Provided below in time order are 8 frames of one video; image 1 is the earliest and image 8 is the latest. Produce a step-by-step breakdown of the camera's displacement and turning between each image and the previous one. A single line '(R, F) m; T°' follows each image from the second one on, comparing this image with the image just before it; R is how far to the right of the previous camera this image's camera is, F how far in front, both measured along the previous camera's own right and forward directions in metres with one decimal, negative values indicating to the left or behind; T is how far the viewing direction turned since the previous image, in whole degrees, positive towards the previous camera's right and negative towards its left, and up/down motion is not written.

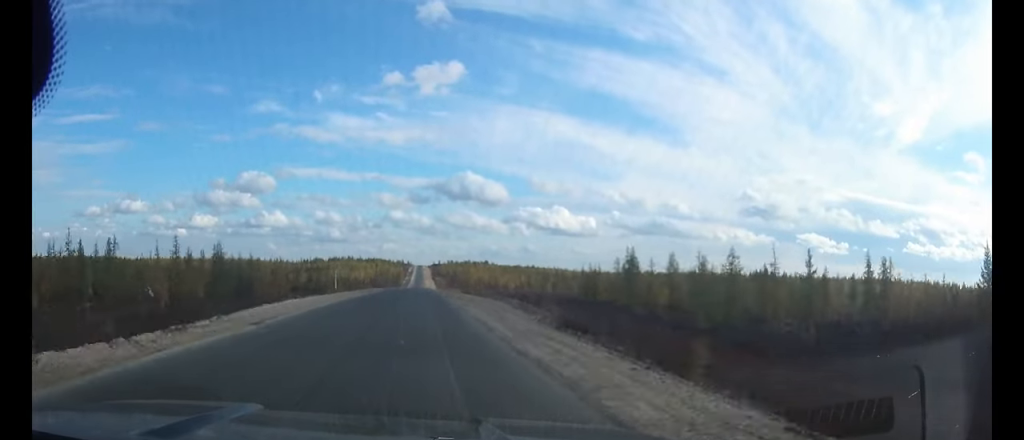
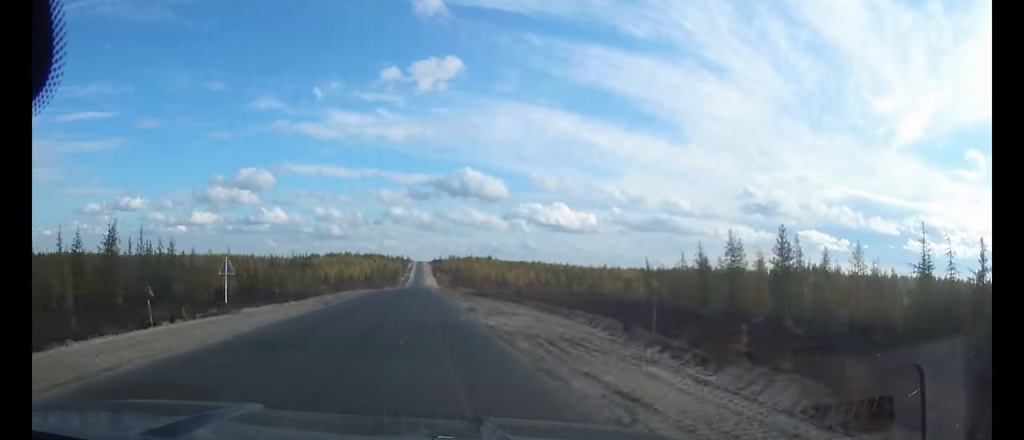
(0.0, +29.0) m; 0°
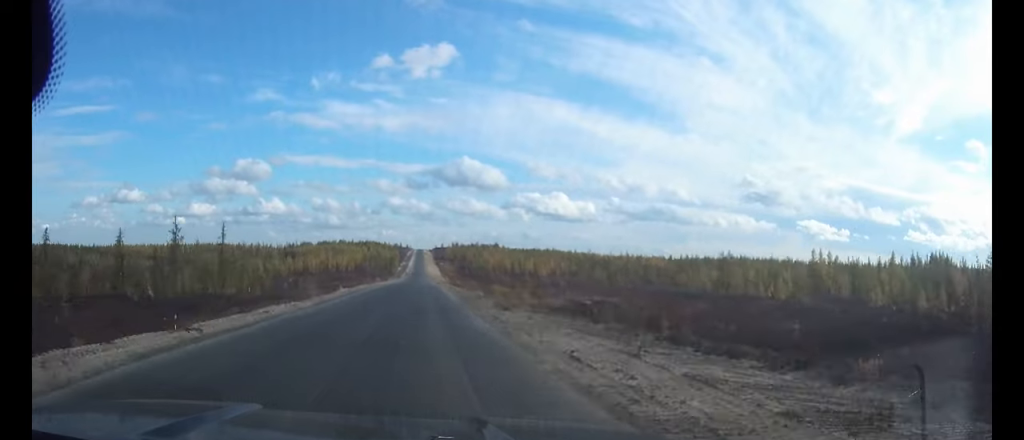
(+0.1, +57.5) m; 0°
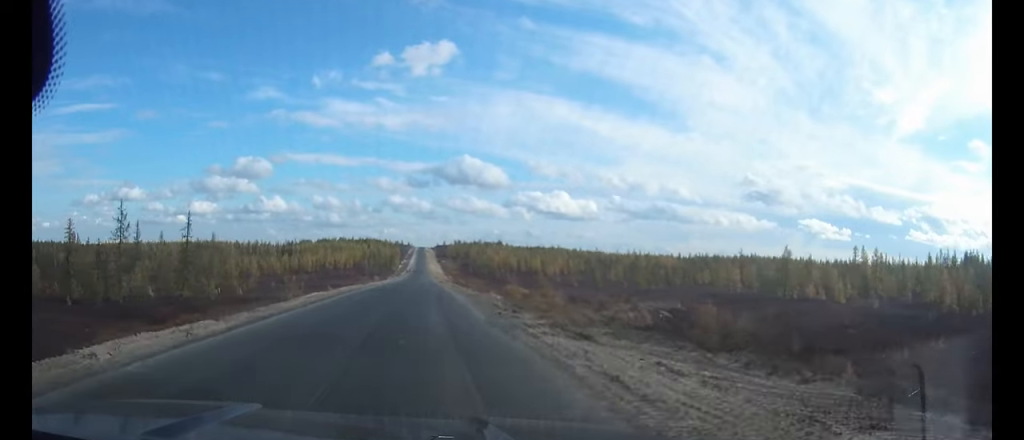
(-0.1, +13.0) m; 0°
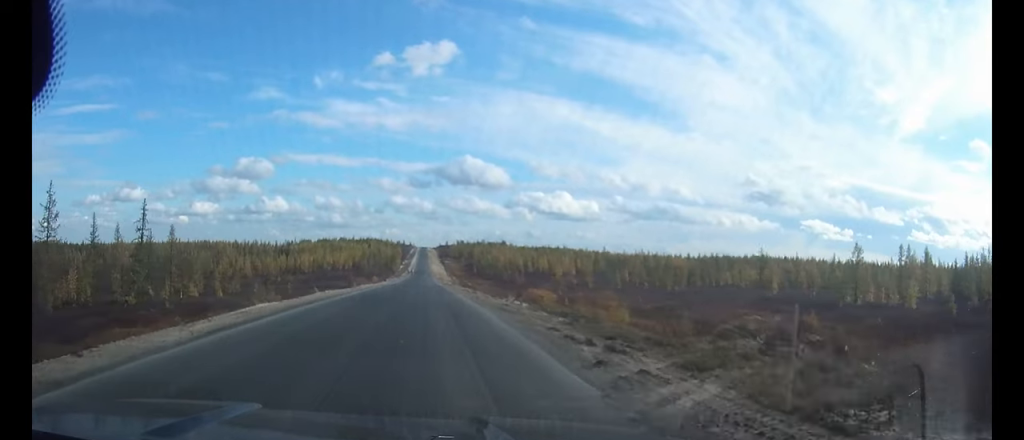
(0.0, +12.0) m; 0°
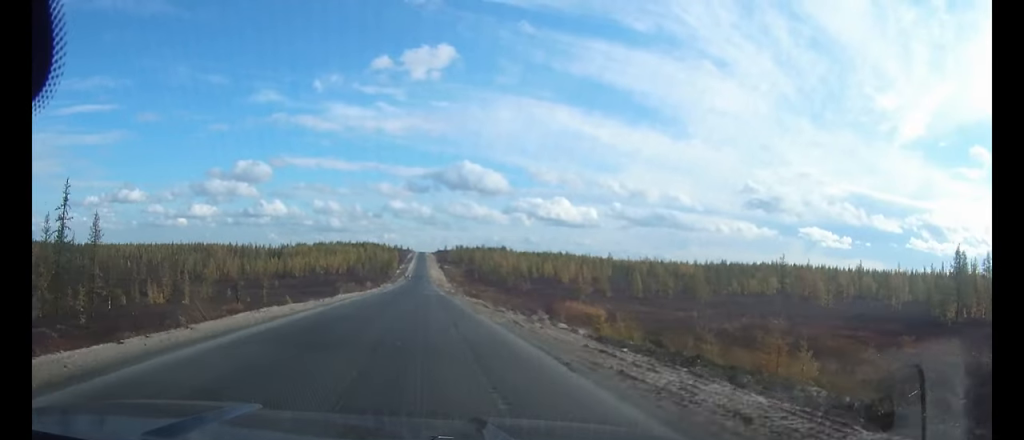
(0.0, +14.5) m; 0°
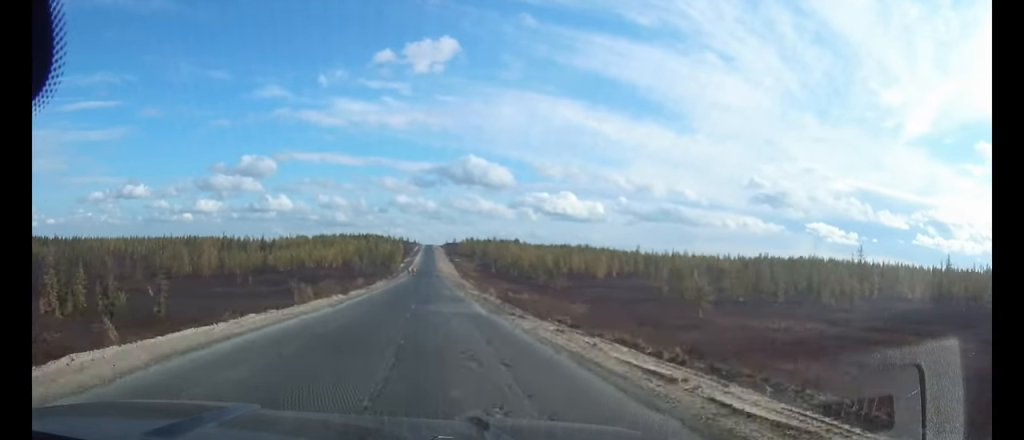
(+0.1, +36.9) m; 0°
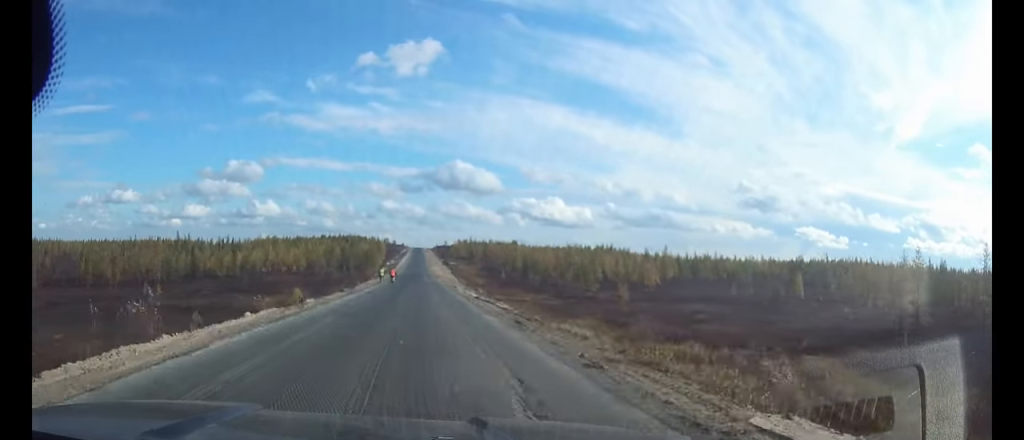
(+0.1, +53.6) m; 0°
